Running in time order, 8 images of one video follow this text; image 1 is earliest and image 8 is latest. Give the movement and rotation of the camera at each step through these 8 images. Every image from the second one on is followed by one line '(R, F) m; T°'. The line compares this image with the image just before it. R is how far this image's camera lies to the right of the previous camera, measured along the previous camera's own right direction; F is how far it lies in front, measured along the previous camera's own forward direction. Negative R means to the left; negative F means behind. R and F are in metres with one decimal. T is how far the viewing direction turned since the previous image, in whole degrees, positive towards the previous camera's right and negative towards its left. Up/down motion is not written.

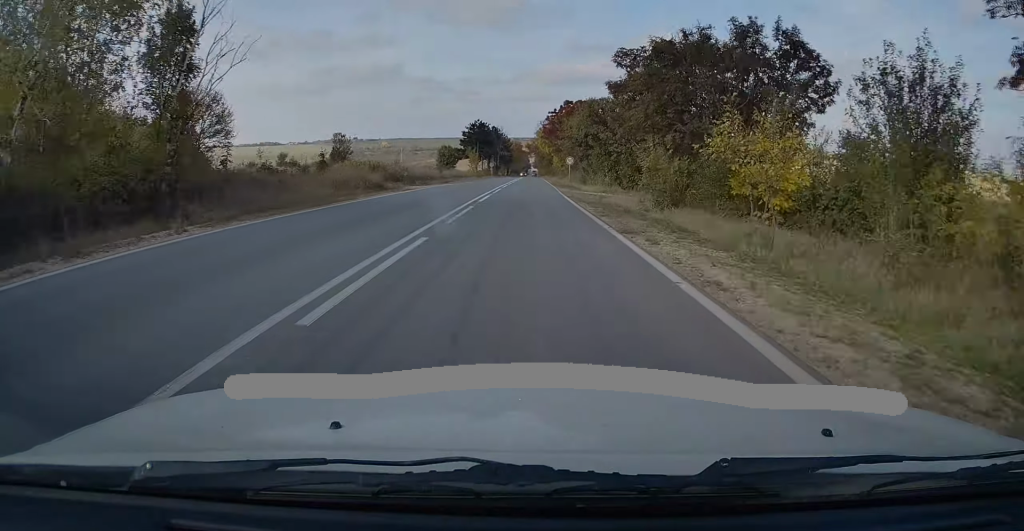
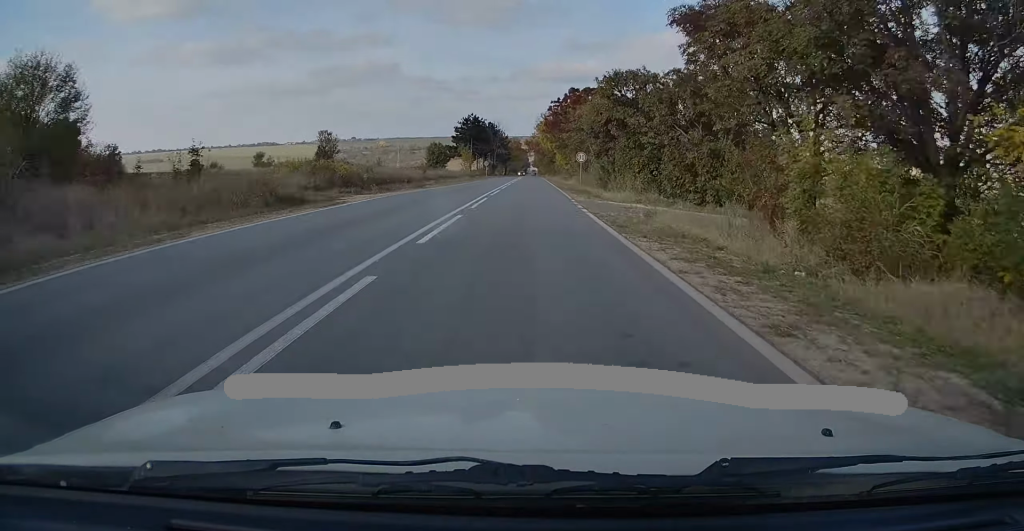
(+0.1, +12.6) m; 0°
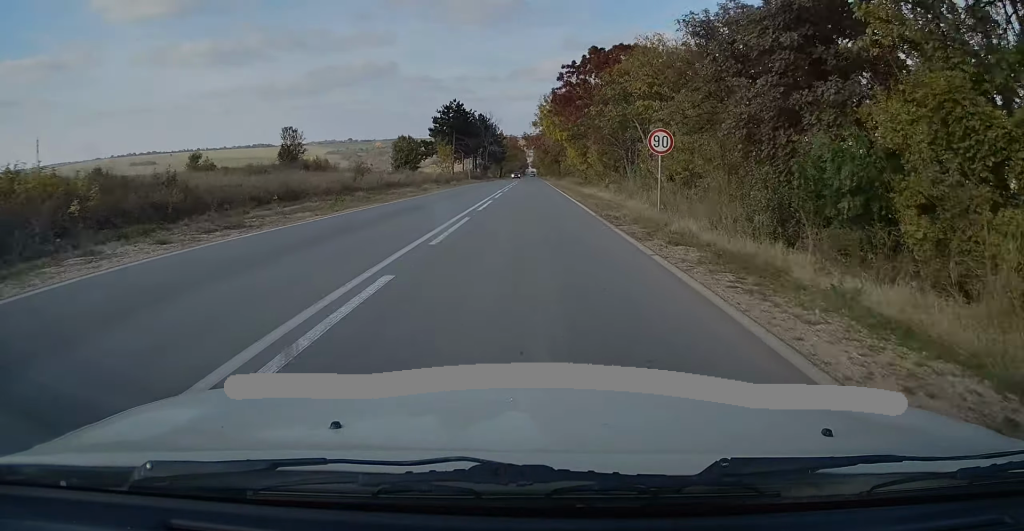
(+0.1, +26.2) m; +1°
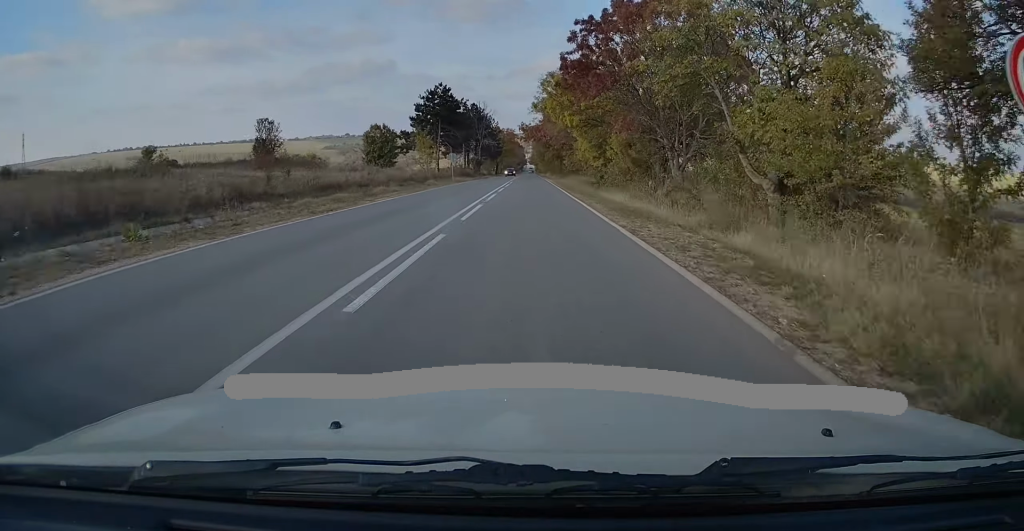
(+0.1, +13.5) m; 0°
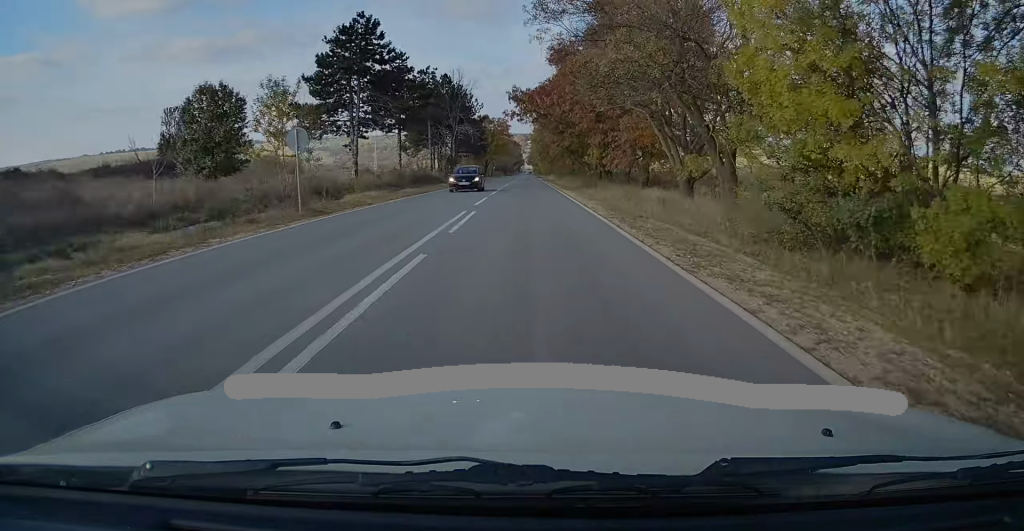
(0.0, +36.6) m; 0°
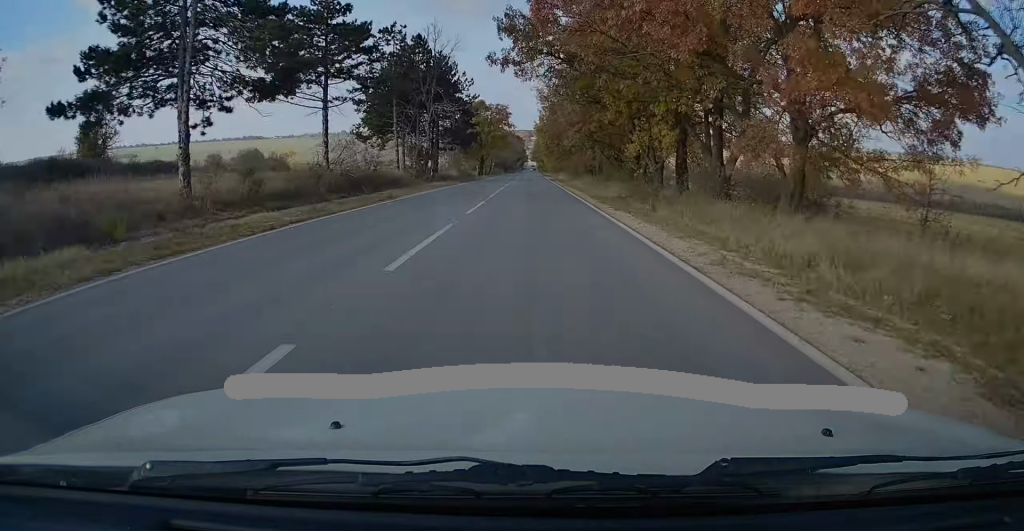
(+0.1, +22.4) m; 0°
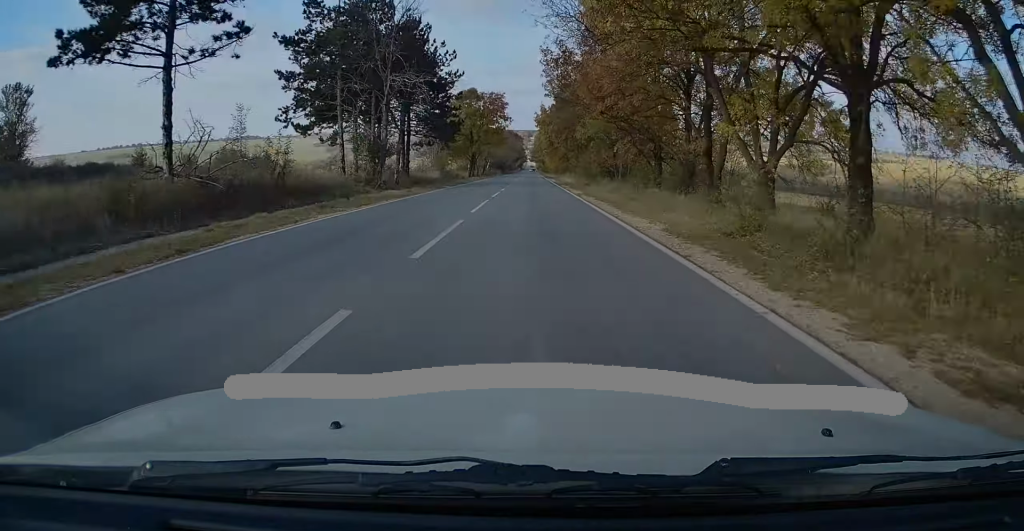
(0.0, +16.7) m; 0°
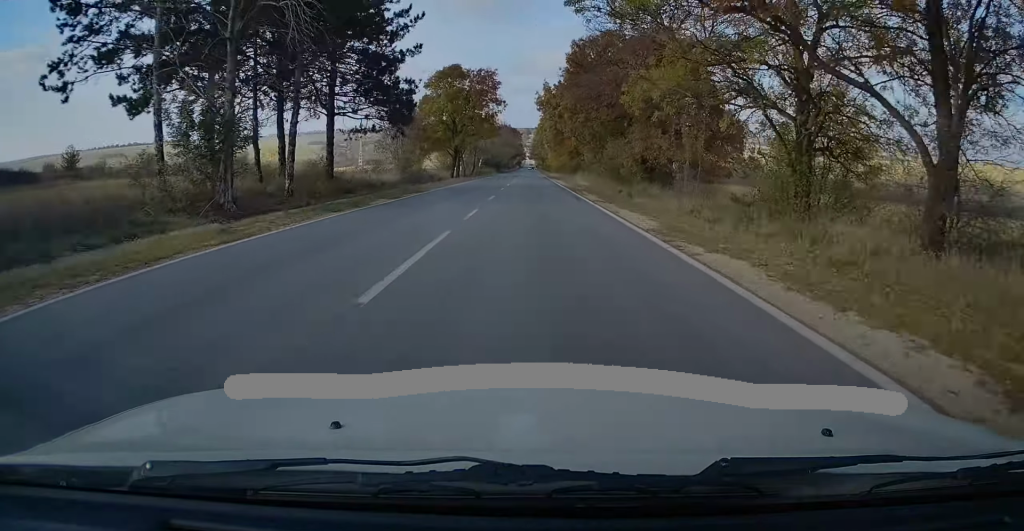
(0.0, +20.4) m; 0°
